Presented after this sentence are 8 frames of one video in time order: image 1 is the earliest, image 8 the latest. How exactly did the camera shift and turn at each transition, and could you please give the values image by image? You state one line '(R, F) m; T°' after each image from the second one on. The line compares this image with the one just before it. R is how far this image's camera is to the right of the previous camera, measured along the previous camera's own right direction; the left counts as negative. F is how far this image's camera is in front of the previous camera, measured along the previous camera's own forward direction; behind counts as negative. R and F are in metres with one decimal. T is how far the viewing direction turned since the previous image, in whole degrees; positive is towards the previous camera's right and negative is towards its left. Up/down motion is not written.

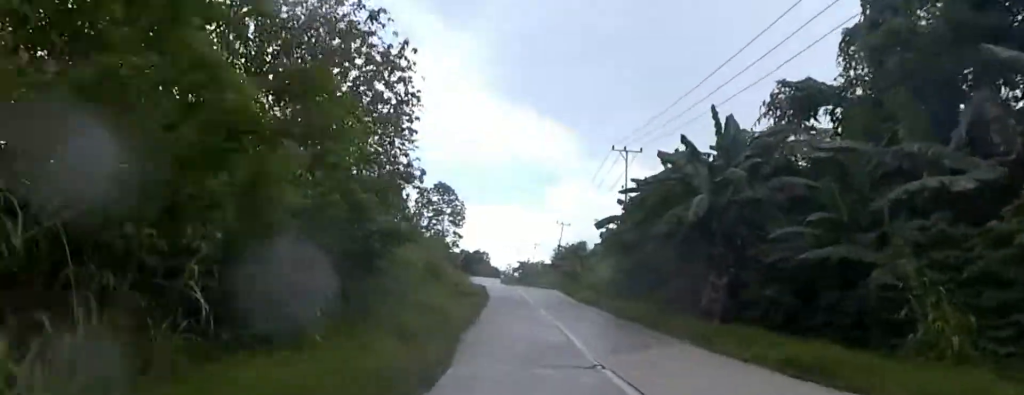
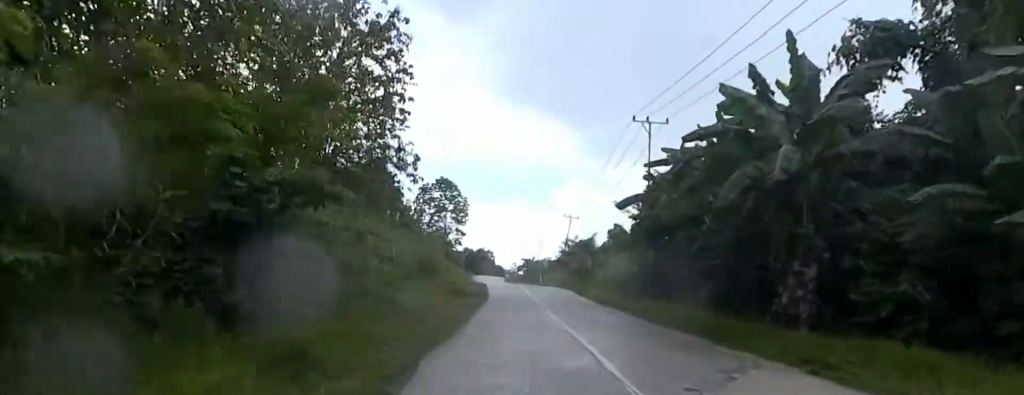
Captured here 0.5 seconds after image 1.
(+0.6, +6.2) m; +2°
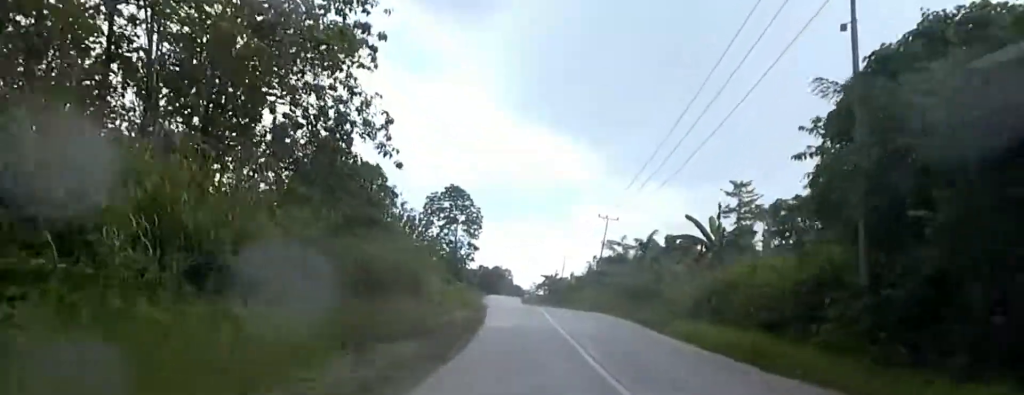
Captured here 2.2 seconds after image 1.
(-1.3, +19.8) m; -4°
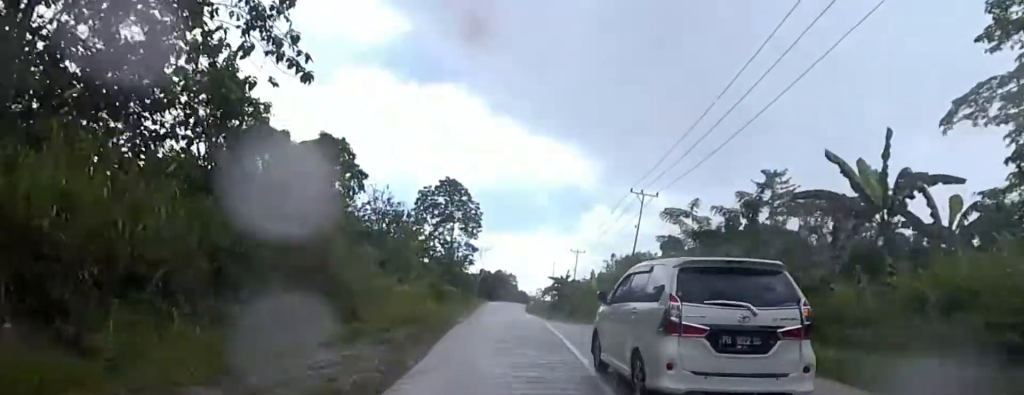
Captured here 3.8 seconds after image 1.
(+1.1, +16.3) m; +2°
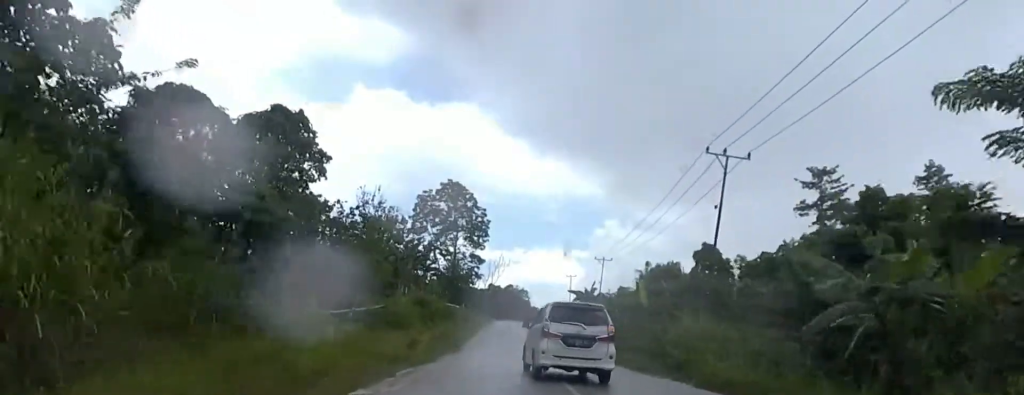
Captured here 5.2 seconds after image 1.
(-1.8, +15.2) m; -7°
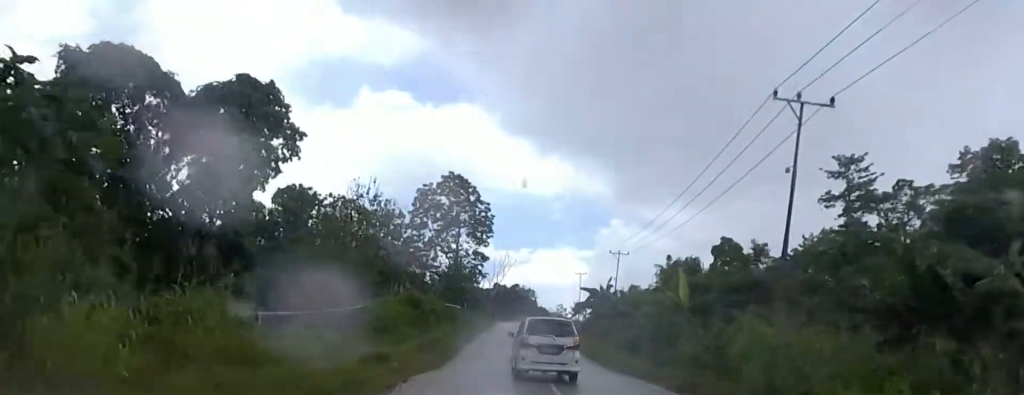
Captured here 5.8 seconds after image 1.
(0.0, +6.7) m; 0°
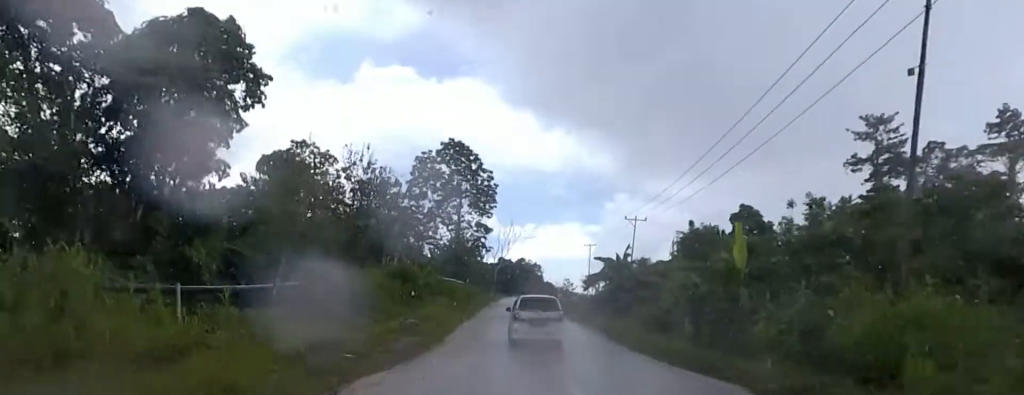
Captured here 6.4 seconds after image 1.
(0.0, +6.0) m; -2°
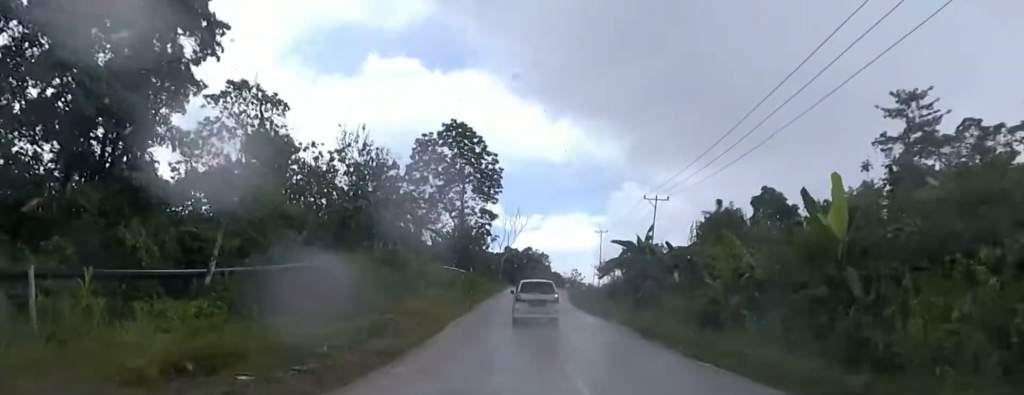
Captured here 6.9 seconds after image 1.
(0.0, +5.5) m; 0°
